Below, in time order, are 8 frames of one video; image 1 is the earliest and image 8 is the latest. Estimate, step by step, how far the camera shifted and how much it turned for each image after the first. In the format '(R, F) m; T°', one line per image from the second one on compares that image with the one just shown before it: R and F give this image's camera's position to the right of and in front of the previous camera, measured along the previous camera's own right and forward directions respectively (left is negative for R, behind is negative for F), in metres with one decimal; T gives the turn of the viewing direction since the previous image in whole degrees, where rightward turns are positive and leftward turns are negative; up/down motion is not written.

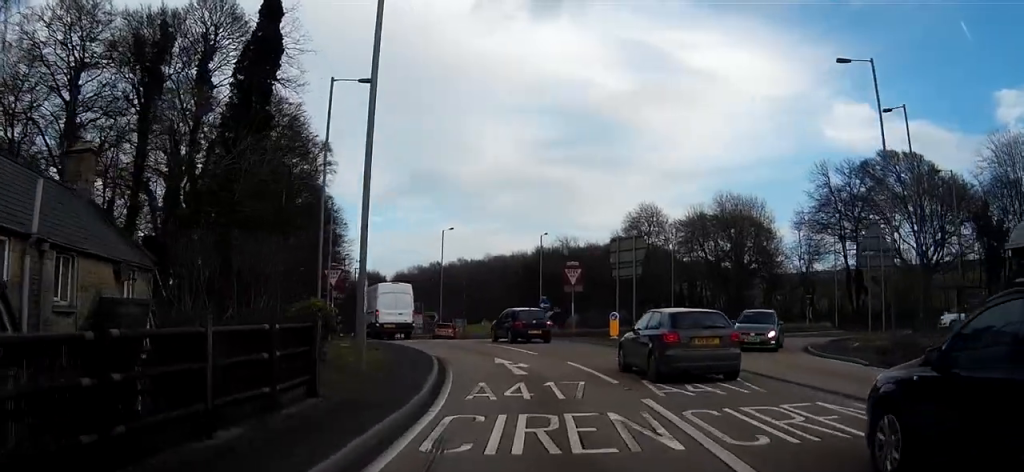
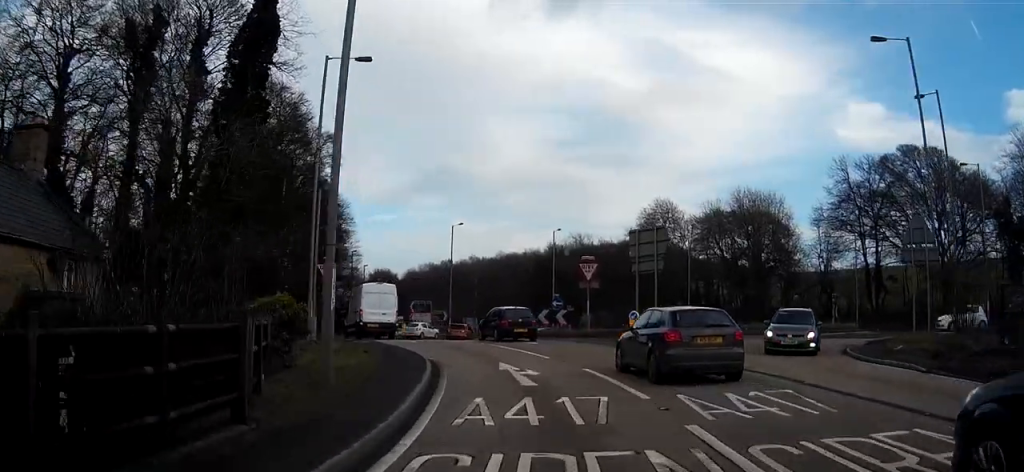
(+0.1, +2.9) m; -2°
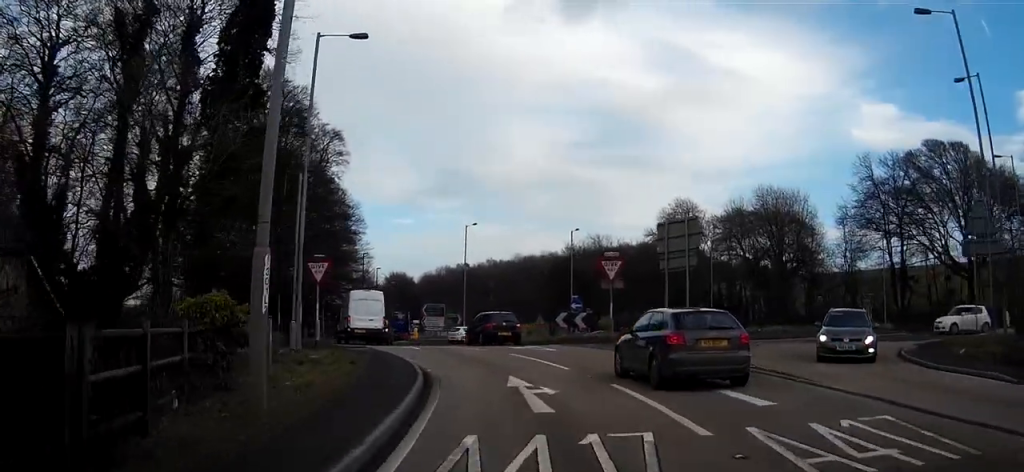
(-0.2, +3.2) m; -4°
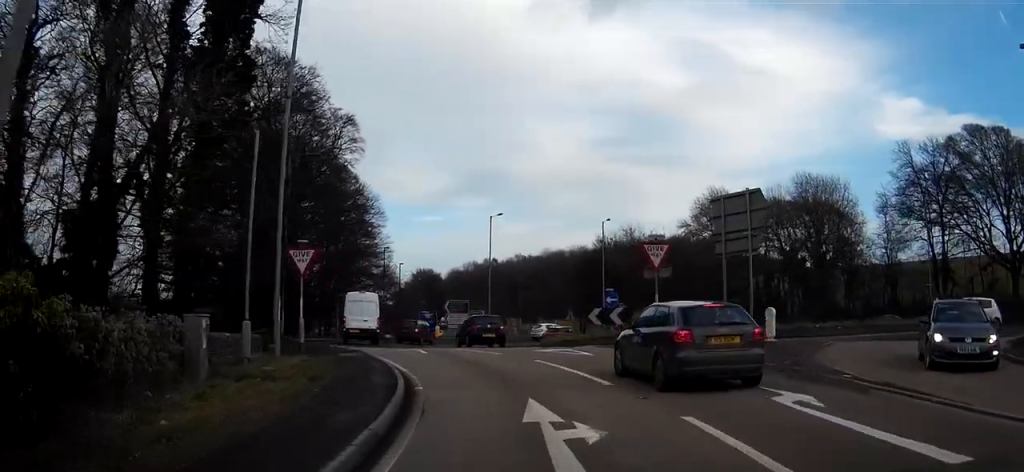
(-0.2, +4.6) m; -5°
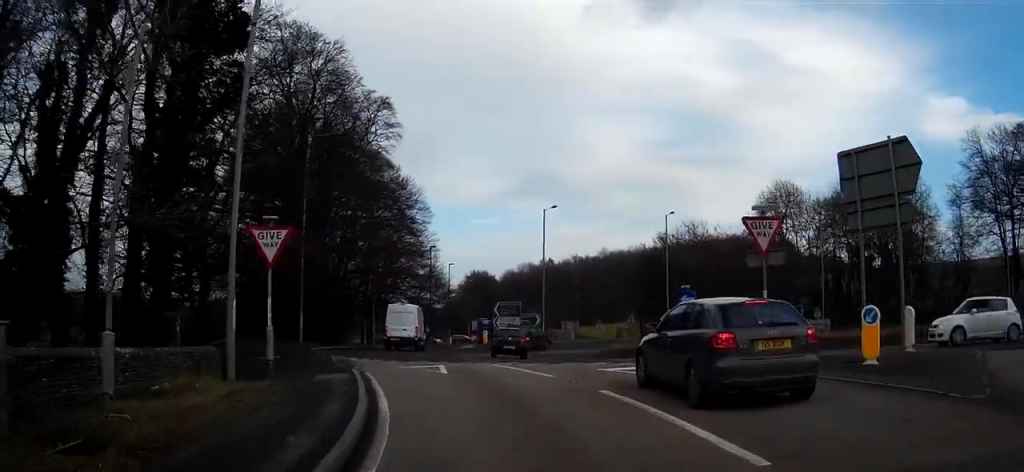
(-0.3, +6.1) m; -4°
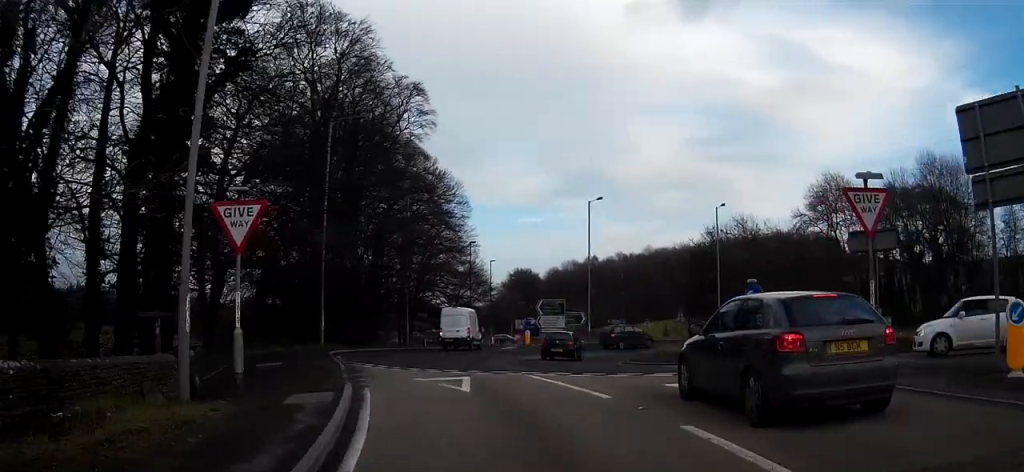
(+0.1, +3.6) m; -3°
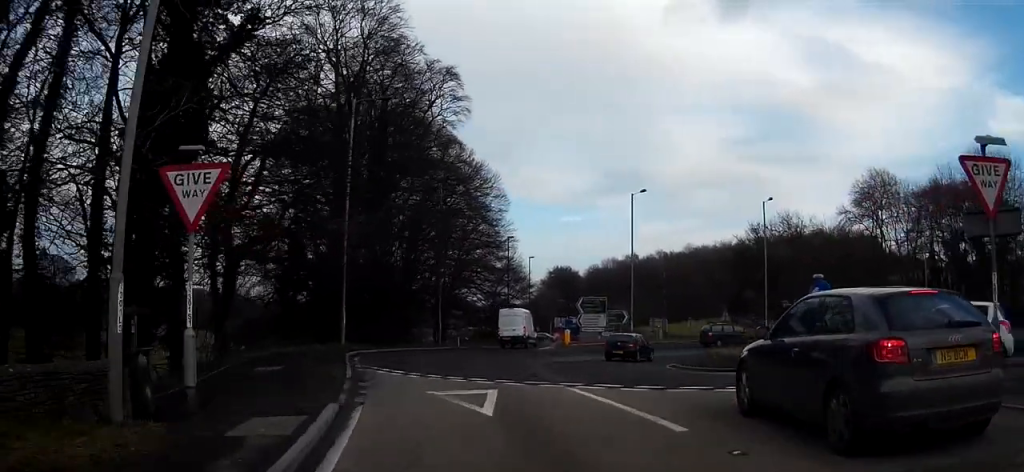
(-0.2, +2.8) m; -5°
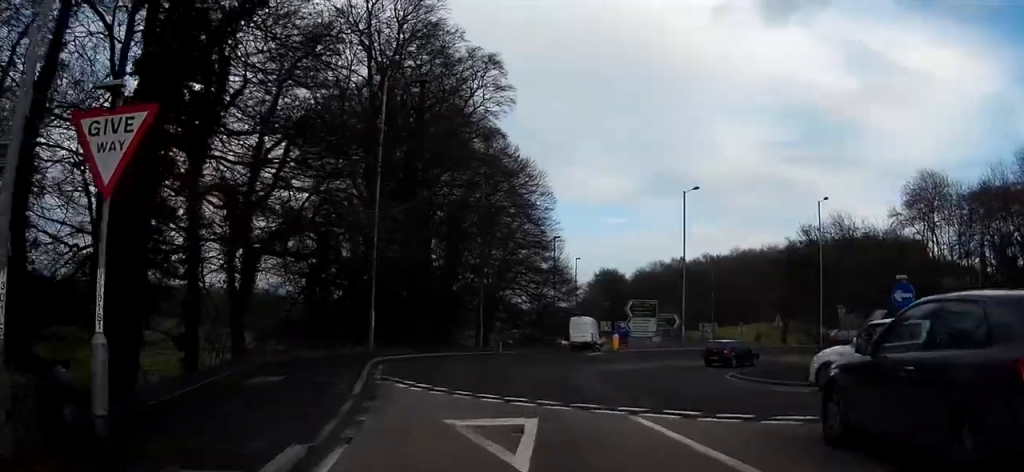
(-0.2, +3.2) m; -6°
